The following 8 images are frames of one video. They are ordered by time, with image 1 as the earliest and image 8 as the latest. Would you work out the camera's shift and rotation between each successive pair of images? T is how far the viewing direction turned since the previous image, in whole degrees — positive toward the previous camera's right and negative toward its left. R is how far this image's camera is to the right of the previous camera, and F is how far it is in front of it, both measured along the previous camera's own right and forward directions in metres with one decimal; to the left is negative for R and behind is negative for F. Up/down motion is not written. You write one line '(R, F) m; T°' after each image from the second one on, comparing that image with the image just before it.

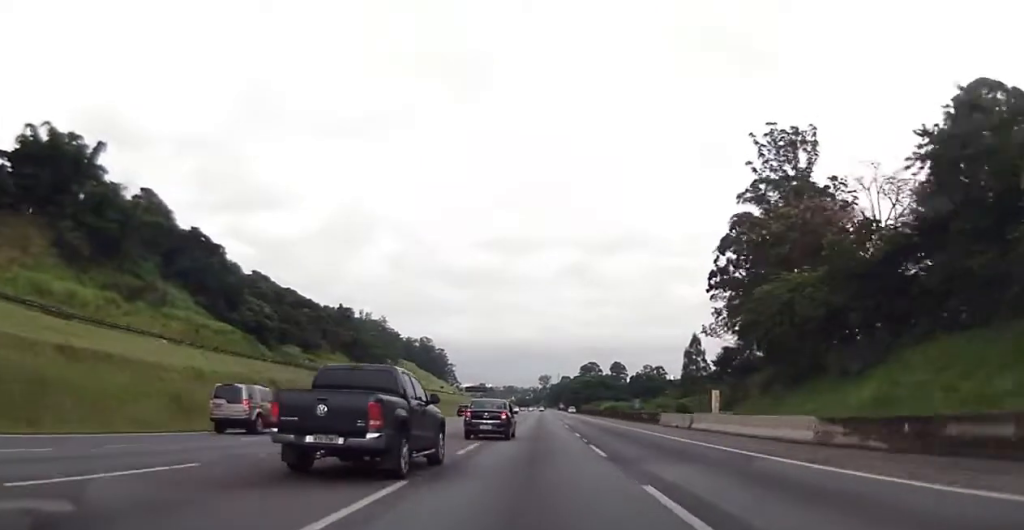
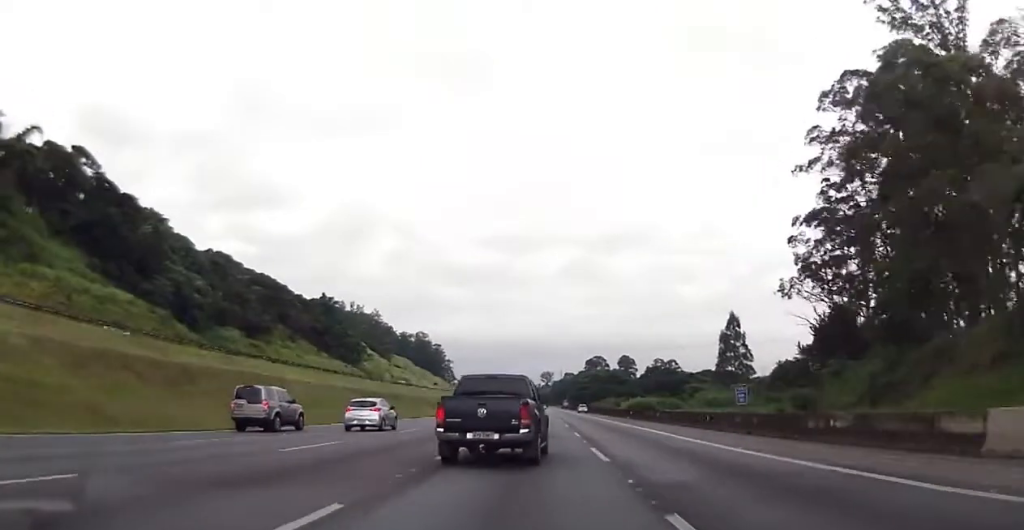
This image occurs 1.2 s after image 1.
(-0.3, +39.2) m; 0°
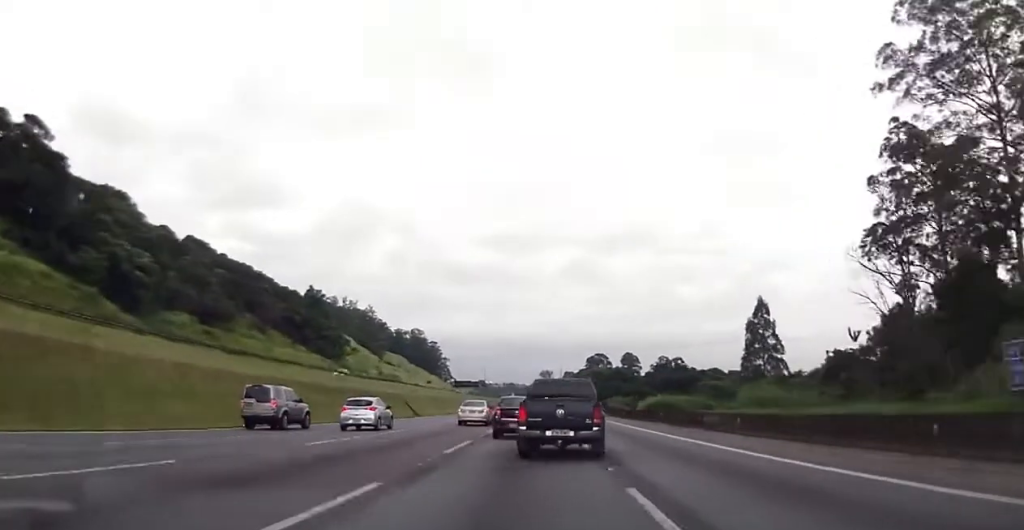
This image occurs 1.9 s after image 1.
(0.0, +22.2) m; 0°
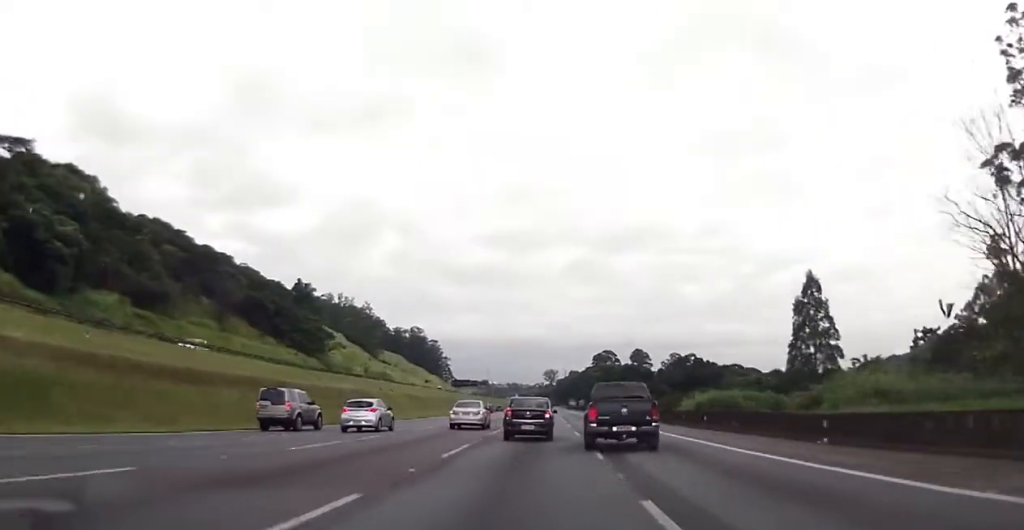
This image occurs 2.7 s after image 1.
(+0.1, +25.4) m; 0°
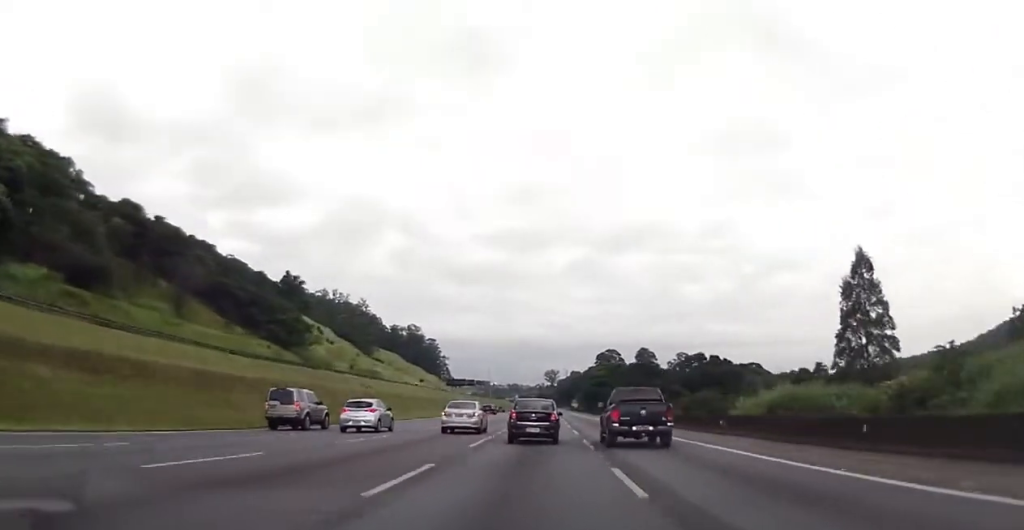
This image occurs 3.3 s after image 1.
(+0.3, +19.0) m; 0°
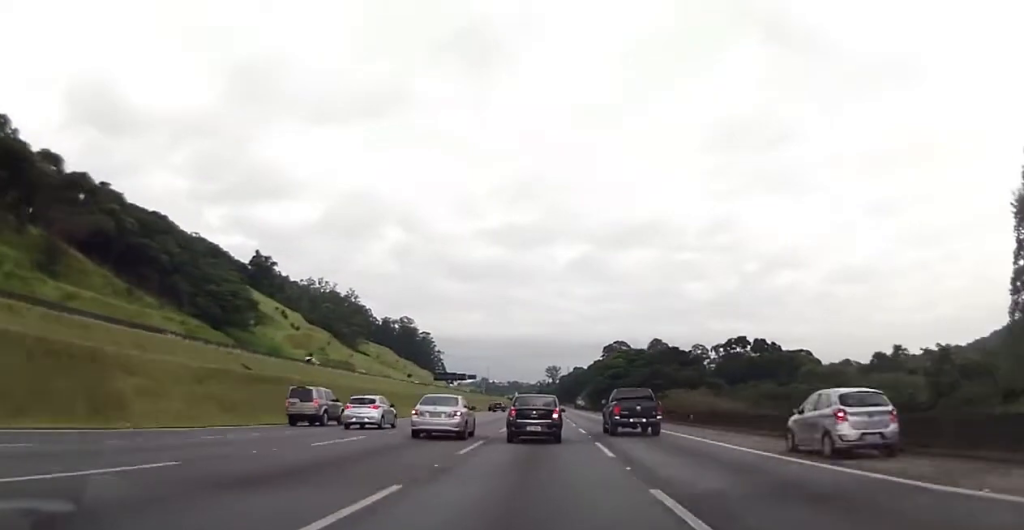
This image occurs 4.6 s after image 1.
(-0.6, +40.2) m; -1°
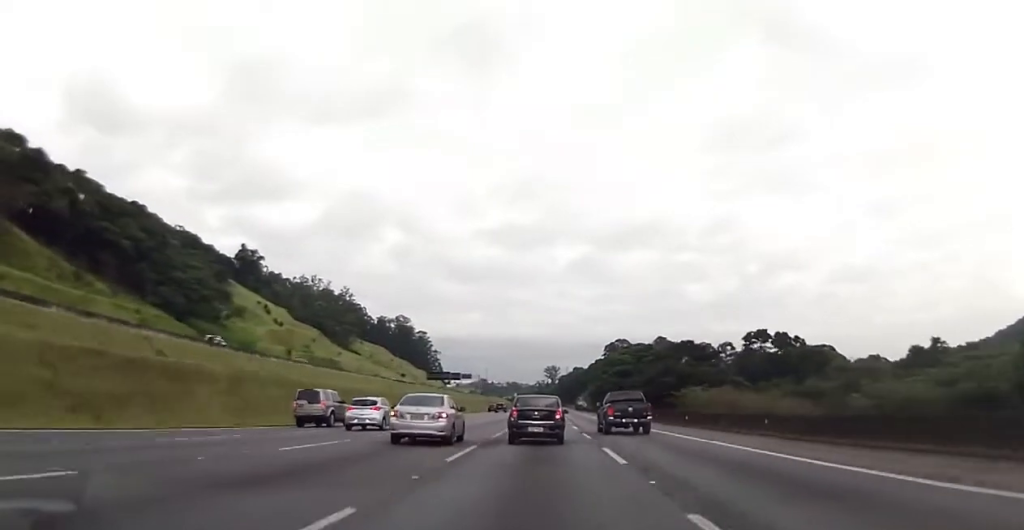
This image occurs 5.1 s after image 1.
(0.0, +14.7) m; 0°
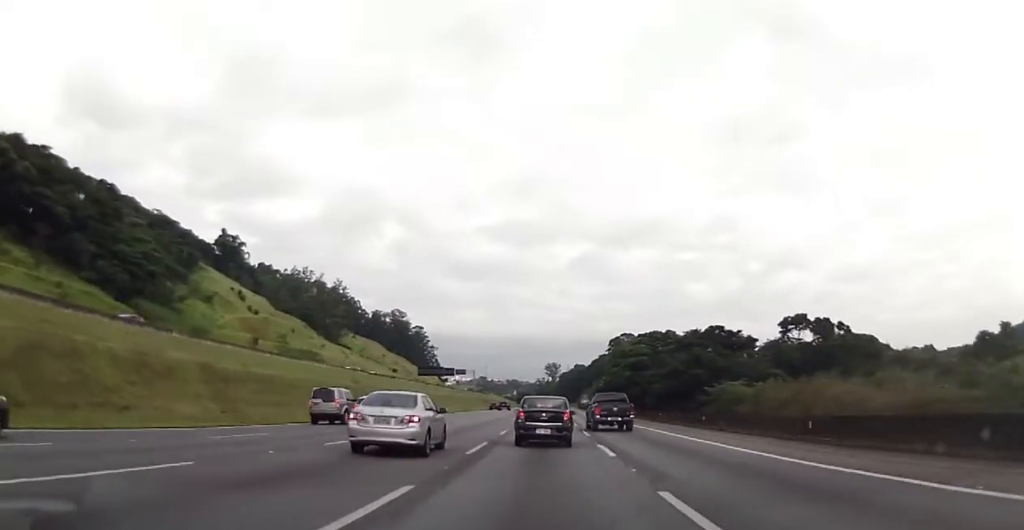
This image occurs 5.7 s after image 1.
(0.0, +21.0) m; 0°
